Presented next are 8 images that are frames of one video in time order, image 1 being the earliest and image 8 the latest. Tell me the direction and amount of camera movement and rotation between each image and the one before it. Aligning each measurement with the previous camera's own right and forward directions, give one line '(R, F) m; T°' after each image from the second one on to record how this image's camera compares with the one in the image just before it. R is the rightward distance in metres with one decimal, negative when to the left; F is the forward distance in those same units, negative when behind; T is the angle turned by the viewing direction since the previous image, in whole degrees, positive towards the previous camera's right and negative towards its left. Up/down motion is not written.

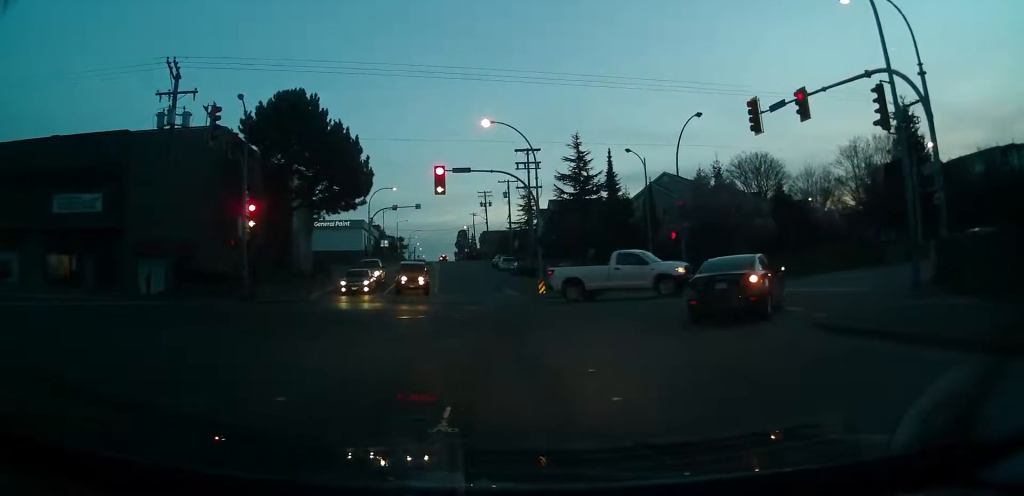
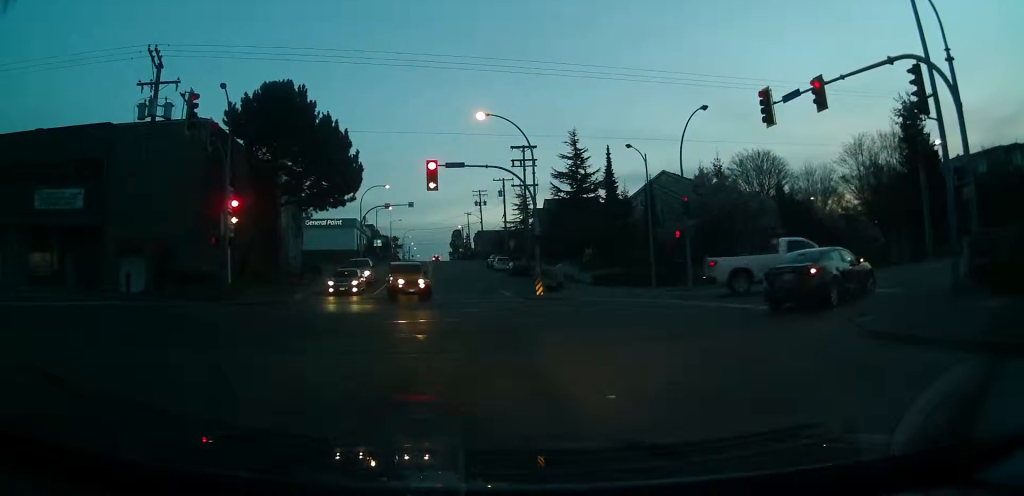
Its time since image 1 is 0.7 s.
(0.0, +2.4) m; 0°
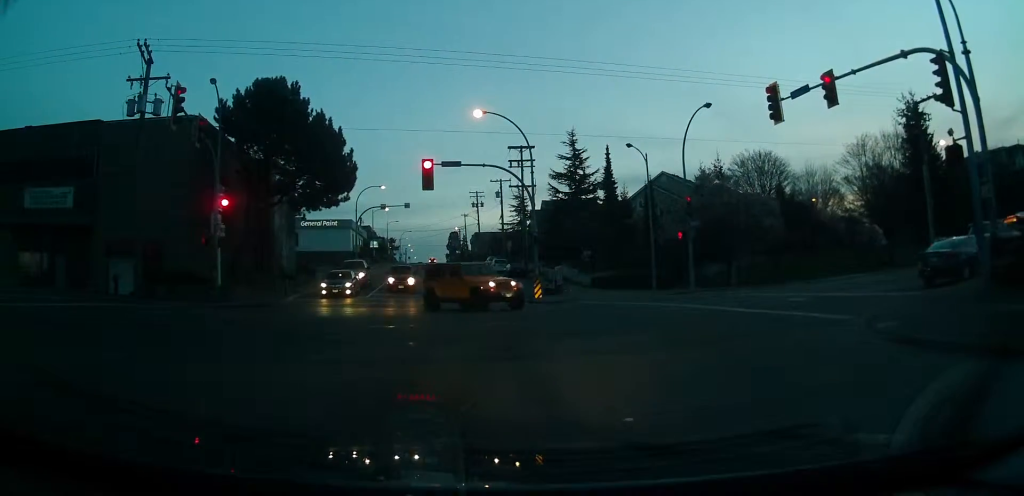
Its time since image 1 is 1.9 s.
(0.0, +2.1) m; 0°
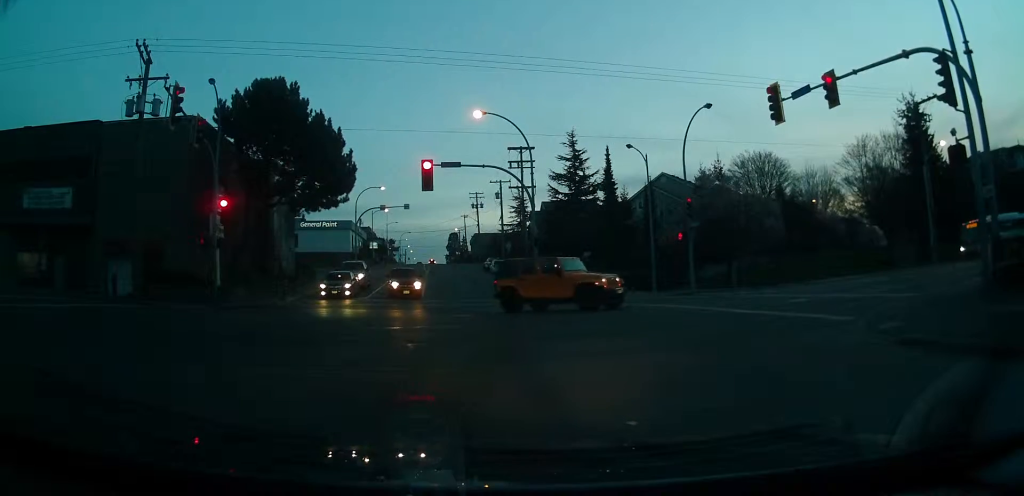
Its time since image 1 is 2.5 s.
(0.0, +0.4) m; 0°
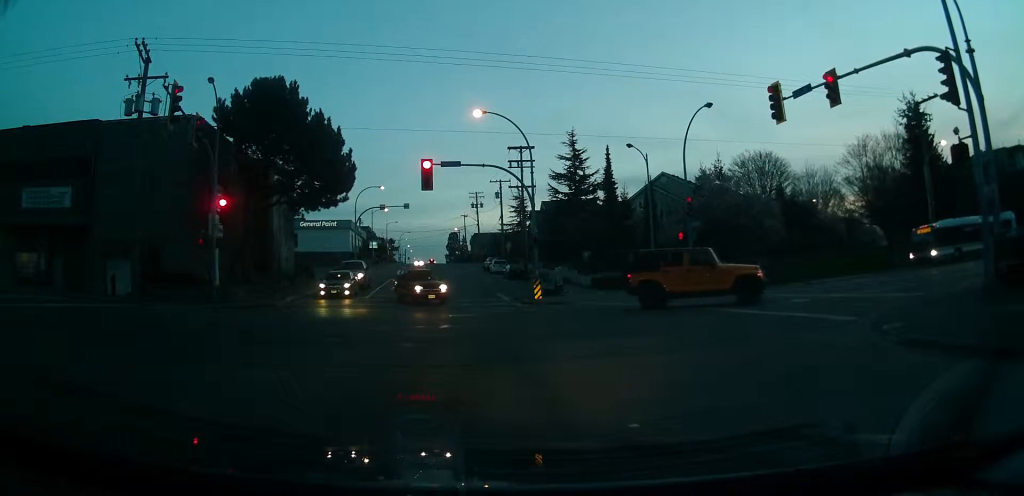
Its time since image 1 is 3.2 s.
(0.0, 0.0) m; 0°
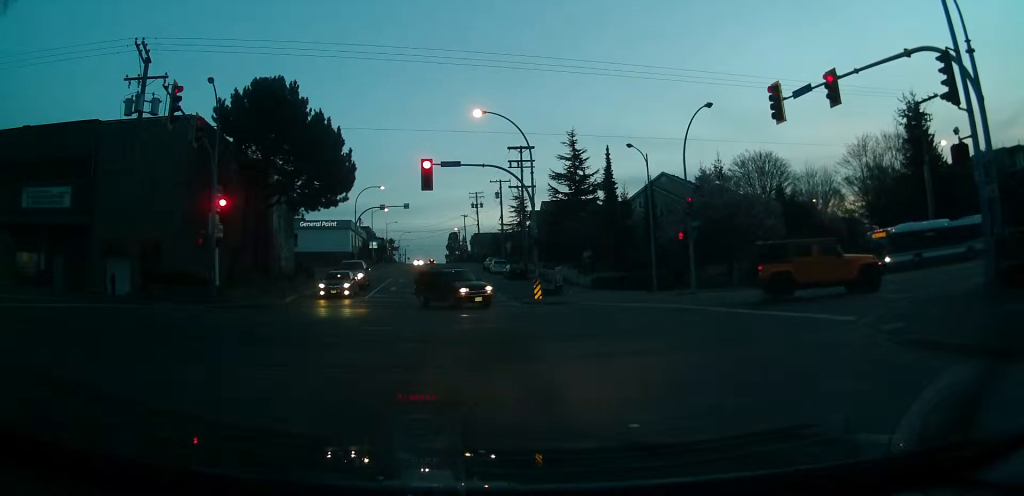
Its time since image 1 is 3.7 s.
(0.0, 0.0) m; 0°
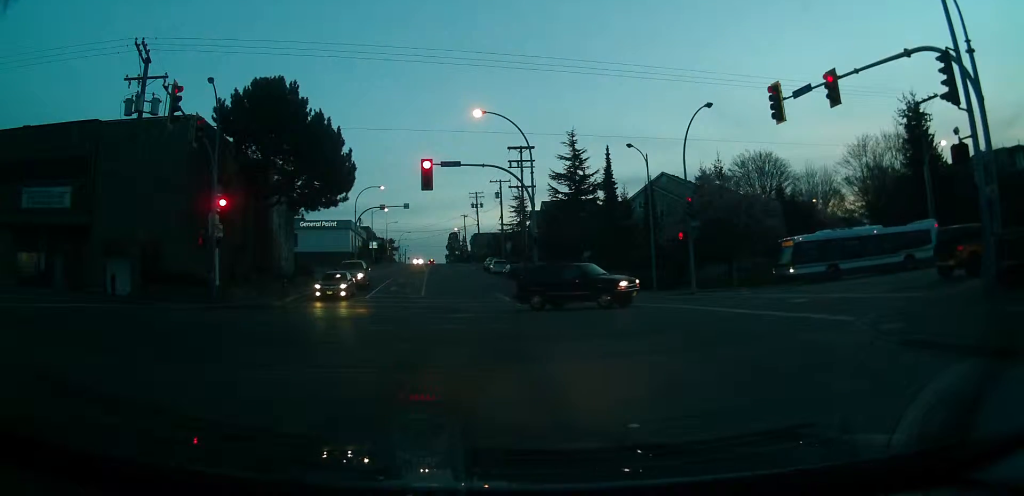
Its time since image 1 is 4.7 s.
(0.0, +0.3) m; 0°
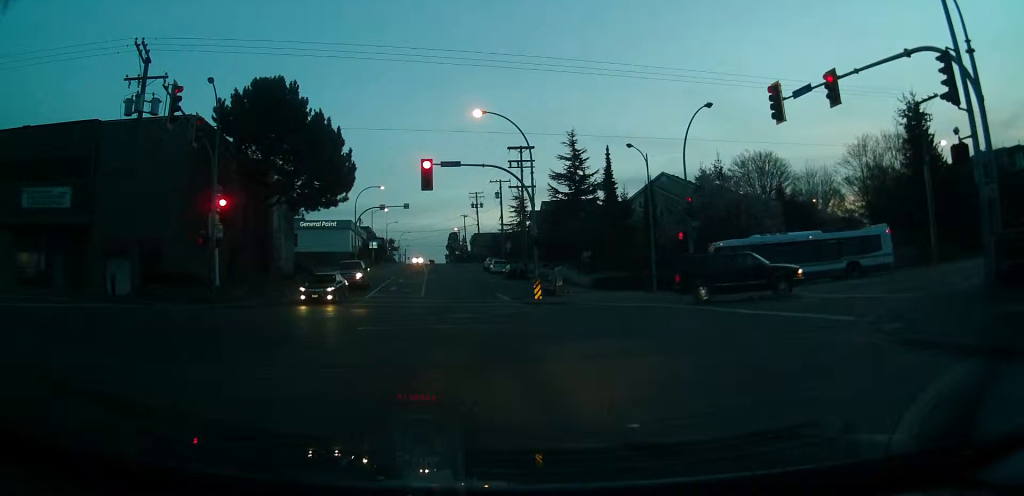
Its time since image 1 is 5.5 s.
(0.0, +0.2) m; 0°
